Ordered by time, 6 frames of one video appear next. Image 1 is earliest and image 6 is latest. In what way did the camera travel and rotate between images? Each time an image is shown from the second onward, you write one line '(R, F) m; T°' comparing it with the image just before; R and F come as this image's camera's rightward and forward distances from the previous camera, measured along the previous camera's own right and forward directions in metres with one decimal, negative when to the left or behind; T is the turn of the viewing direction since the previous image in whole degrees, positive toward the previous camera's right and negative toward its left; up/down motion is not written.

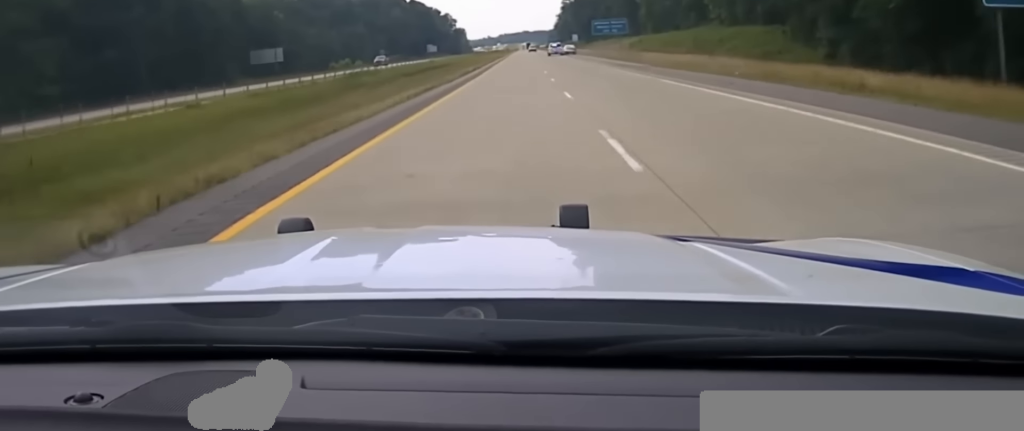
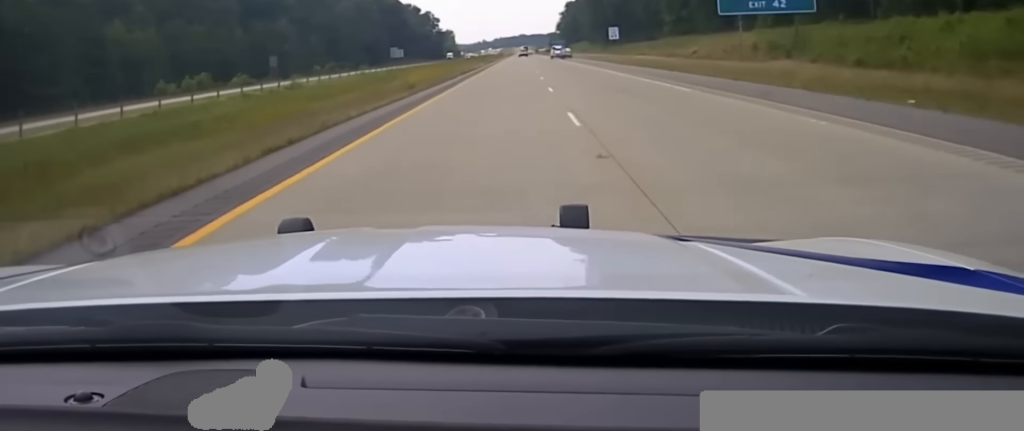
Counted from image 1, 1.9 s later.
(+0.1, +91.6) m; 0°
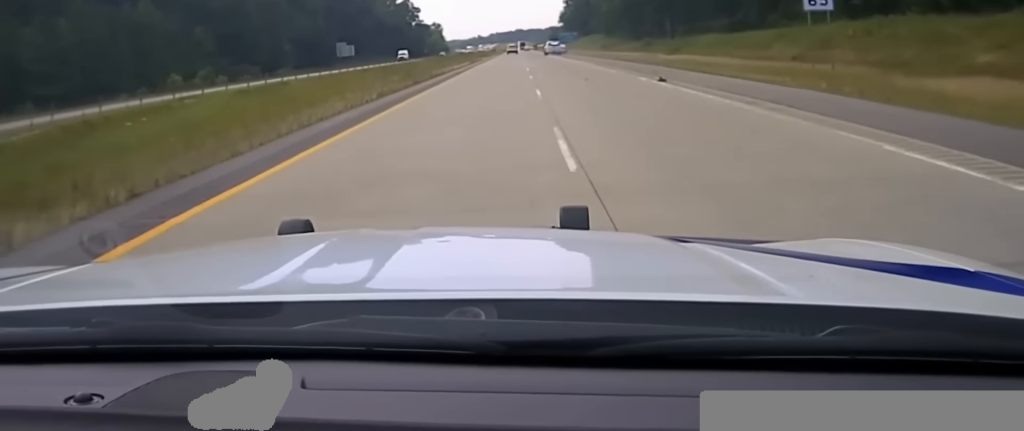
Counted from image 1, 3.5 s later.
(+0.4, +75.9) m; 0°
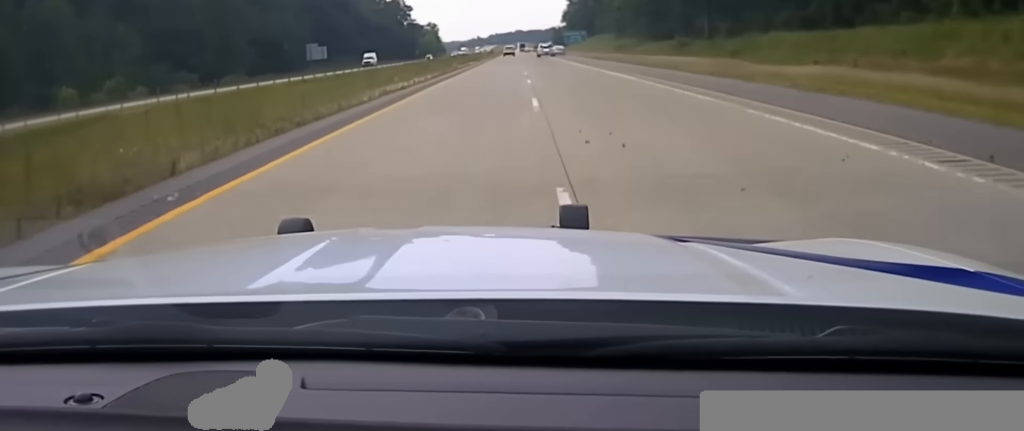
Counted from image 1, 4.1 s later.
(-0.1, +27.8) m; 0°
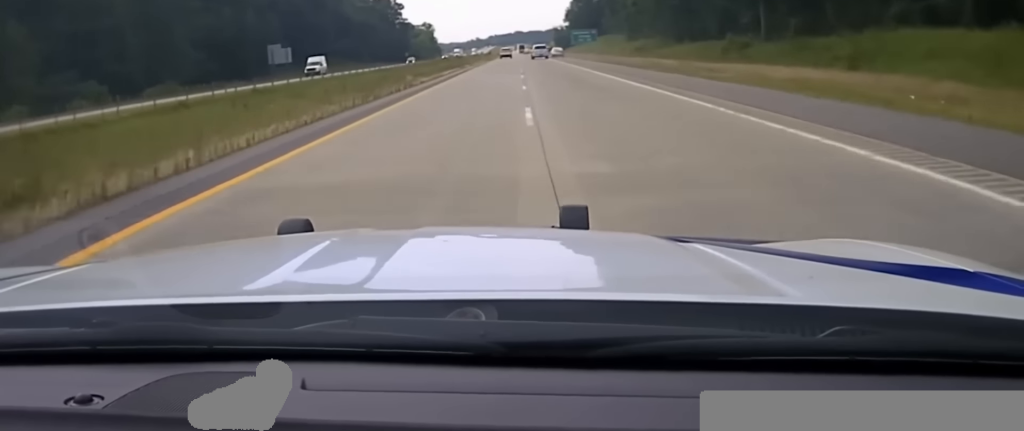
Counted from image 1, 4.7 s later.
(-0.1, +27.5) m; 0°
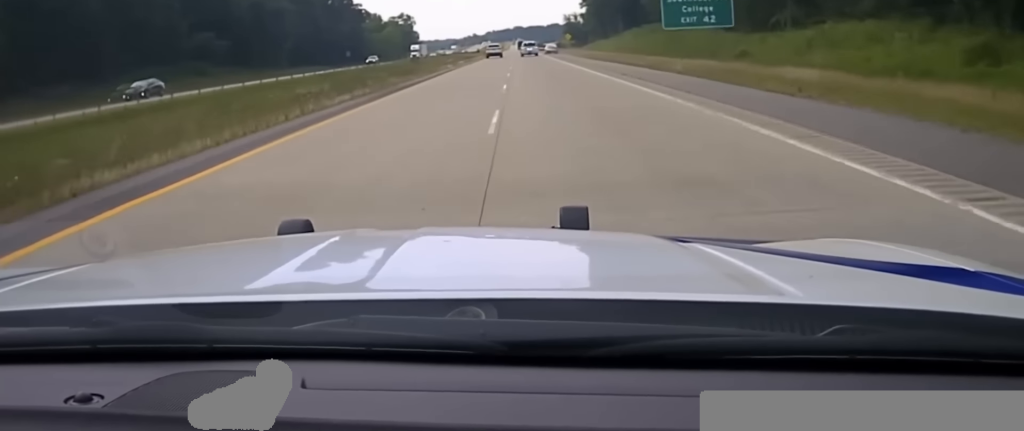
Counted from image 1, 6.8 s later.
(+0.1, +93.2) m; 0°
